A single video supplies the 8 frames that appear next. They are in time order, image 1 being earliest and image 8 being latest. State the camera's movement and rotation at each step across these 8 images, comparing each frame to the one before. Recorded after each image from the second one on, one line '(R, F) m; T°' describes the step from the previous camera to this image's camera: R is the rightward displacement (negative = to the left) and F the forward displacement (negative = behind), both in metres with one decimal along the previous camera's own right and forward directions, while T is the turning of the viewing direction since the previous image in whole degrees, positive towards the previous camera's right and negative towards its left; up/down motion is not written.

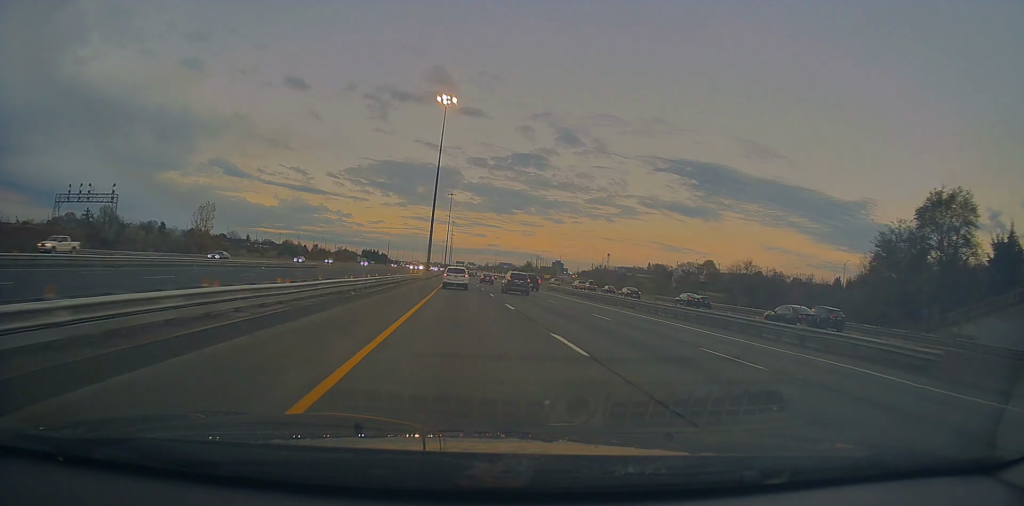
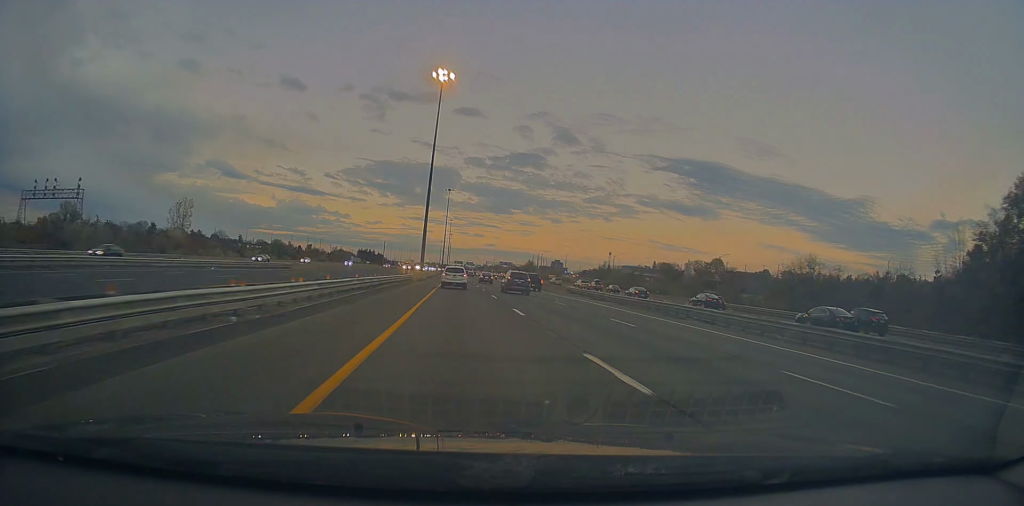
(+0.1, +15.3) m; 0°
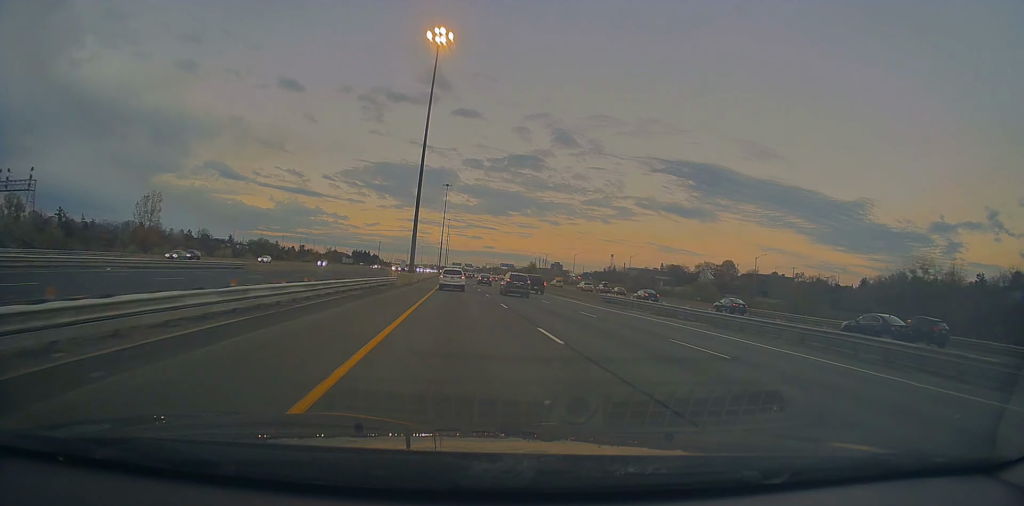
(0.0, +18.7) m; 0°
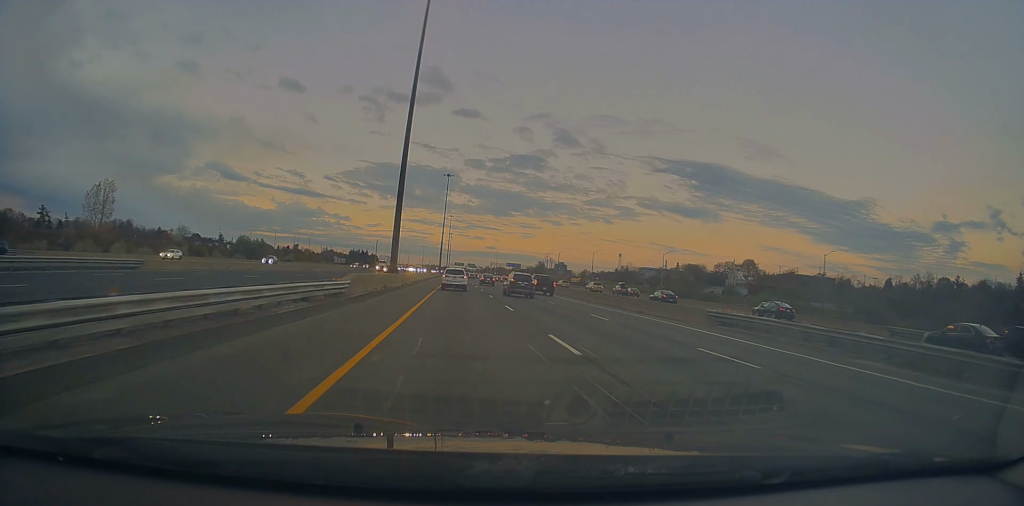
(0.0, +24.5) m; 0°
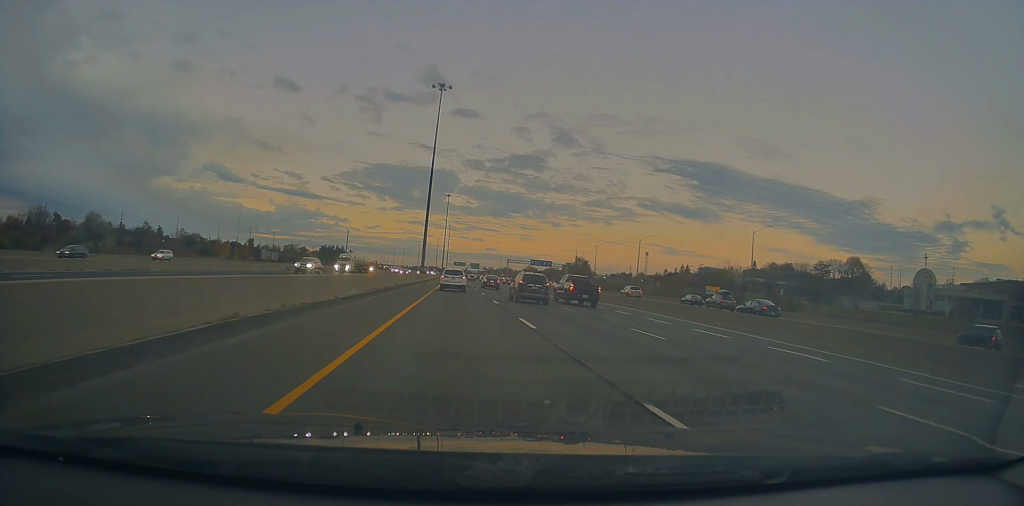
(+0.4, +100.6) m; 0°
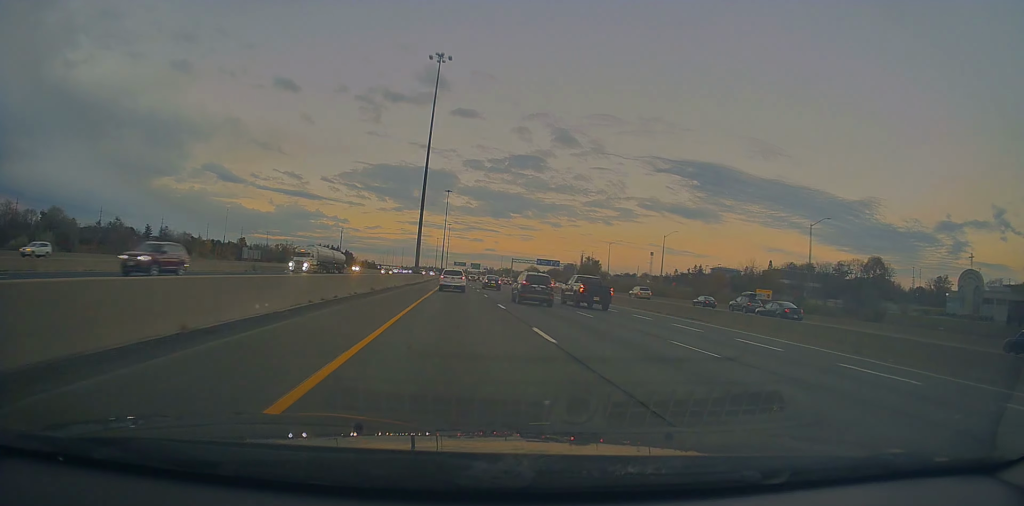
(0.0, +15.2) m; 0°
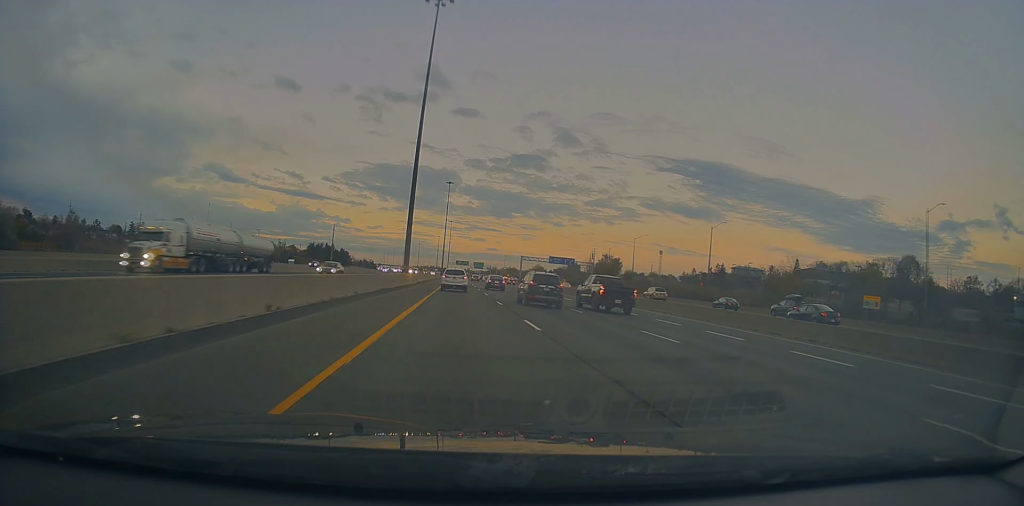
(0.0, +21.1) m; 0°
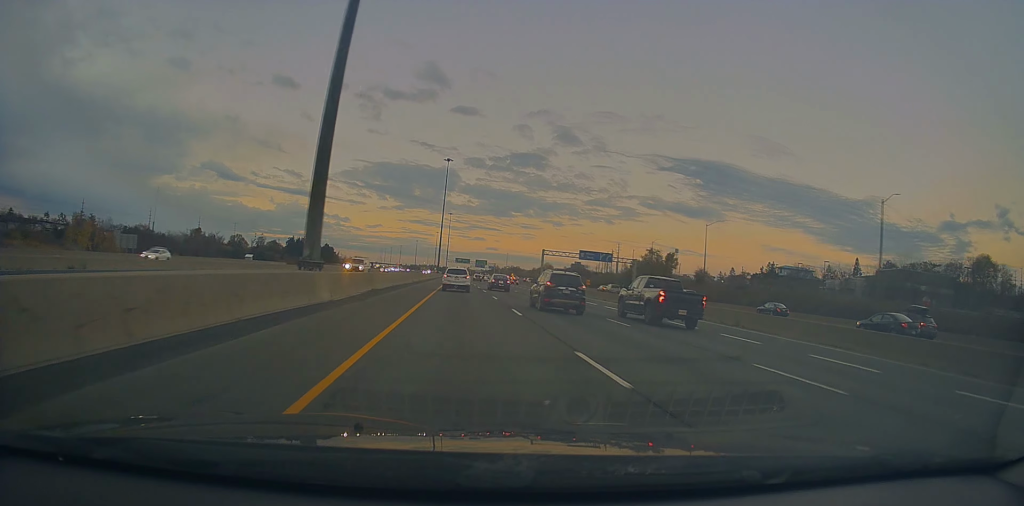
(0.0, +42.2) m; 0°
